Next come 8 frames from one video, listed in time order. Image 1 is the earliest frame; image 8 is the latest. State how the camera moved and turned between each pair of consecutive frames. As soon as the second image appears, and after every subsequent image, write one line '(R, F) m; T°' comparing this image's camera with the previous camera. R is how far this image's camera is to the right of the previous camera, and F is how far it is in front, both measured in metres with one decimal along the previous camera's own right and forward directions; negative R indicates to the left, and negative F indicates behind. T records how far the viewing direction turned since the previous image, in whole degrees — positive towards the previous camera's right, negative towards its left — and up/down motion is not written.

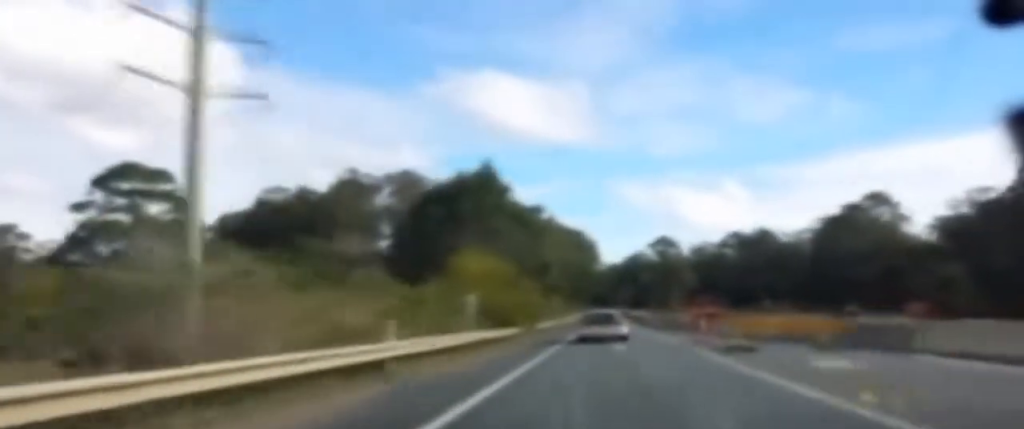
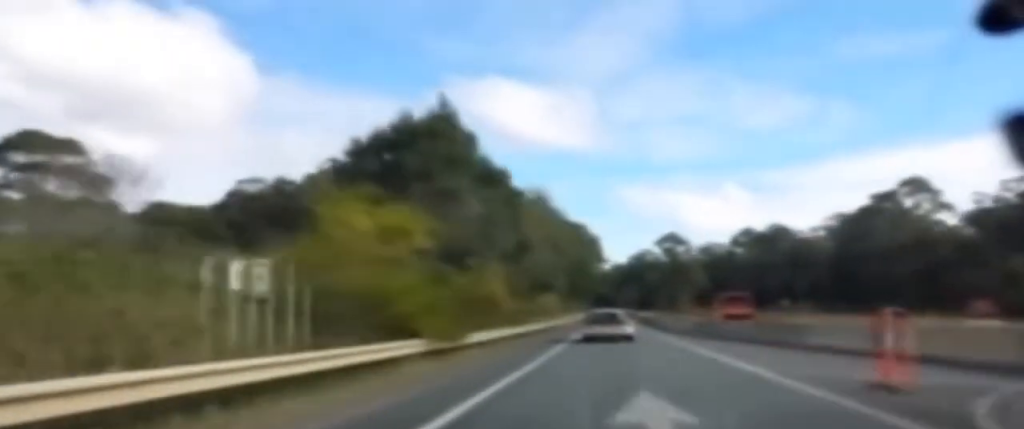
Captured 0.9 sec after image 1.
(-0.3, +20.1) m; 0°
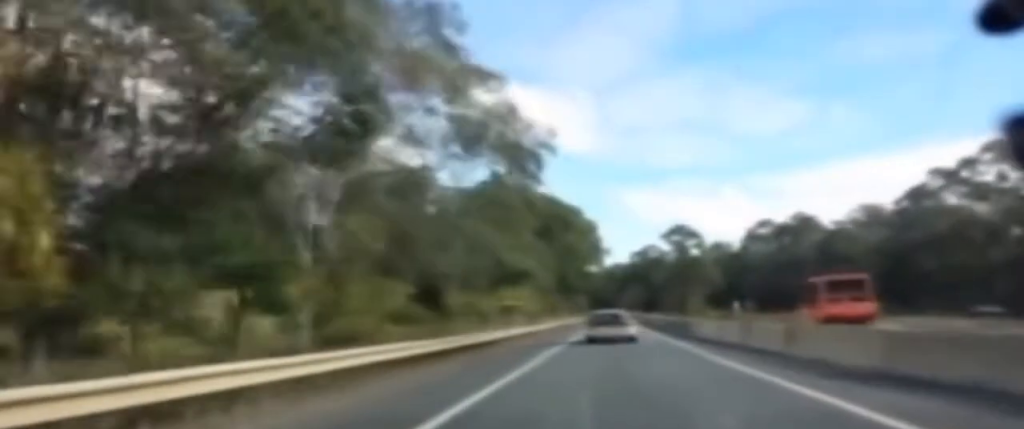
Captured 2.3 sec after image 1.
(+0.2, +31.3) m; 0°
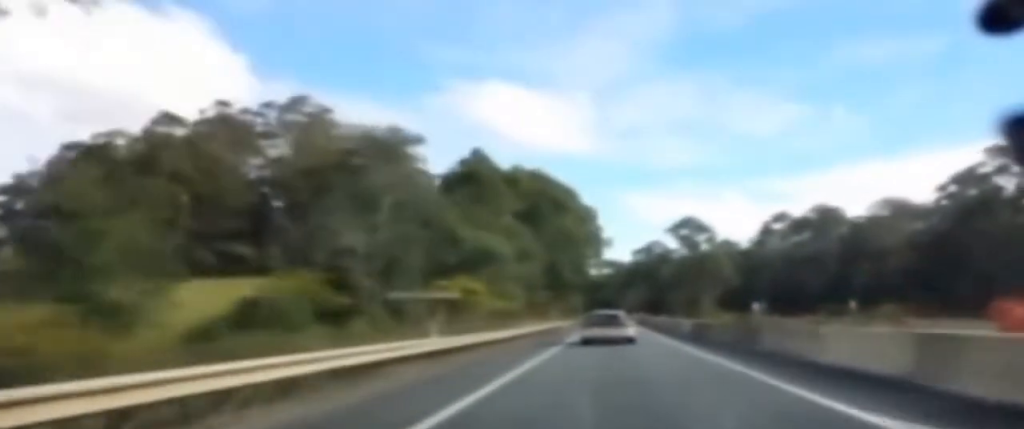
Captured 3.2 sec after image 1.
(-0.1, +20.1) m; 0°
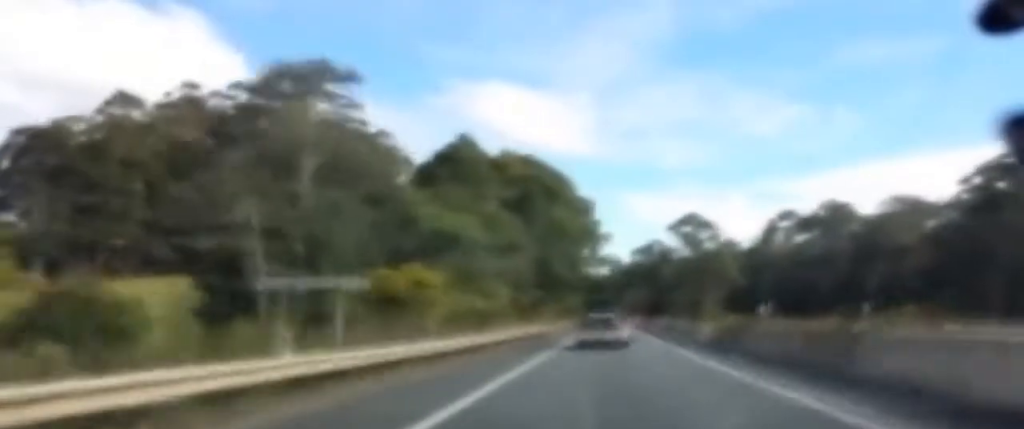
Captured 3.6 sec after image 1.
(-0.1, +9.7) m; 0°
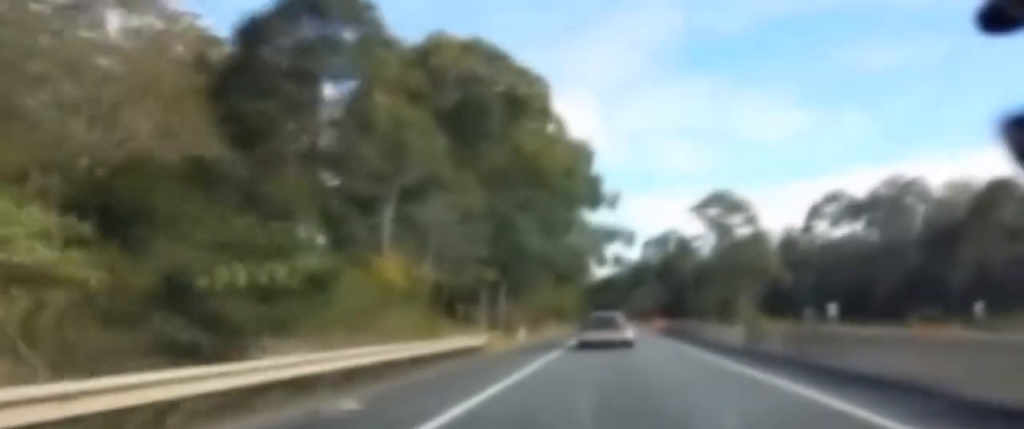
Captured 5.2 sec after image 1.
(+0.1, +35.5) m; 0°
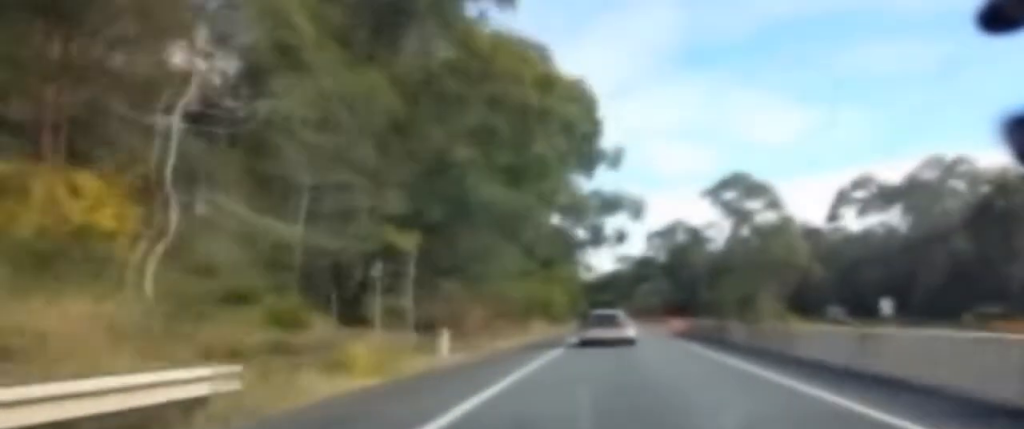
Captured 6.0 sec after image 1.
(0.0, +17.7) m; 0°
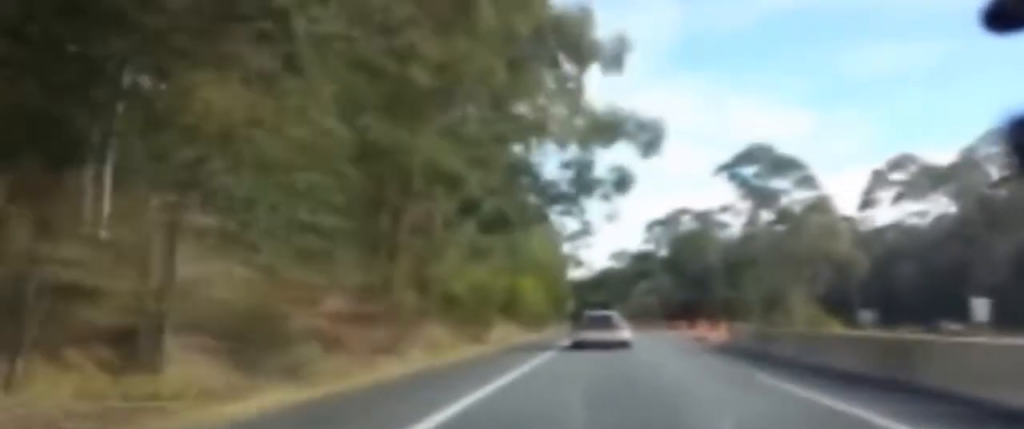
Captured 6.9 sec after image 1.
(0.0, +19.1) m; 0°
